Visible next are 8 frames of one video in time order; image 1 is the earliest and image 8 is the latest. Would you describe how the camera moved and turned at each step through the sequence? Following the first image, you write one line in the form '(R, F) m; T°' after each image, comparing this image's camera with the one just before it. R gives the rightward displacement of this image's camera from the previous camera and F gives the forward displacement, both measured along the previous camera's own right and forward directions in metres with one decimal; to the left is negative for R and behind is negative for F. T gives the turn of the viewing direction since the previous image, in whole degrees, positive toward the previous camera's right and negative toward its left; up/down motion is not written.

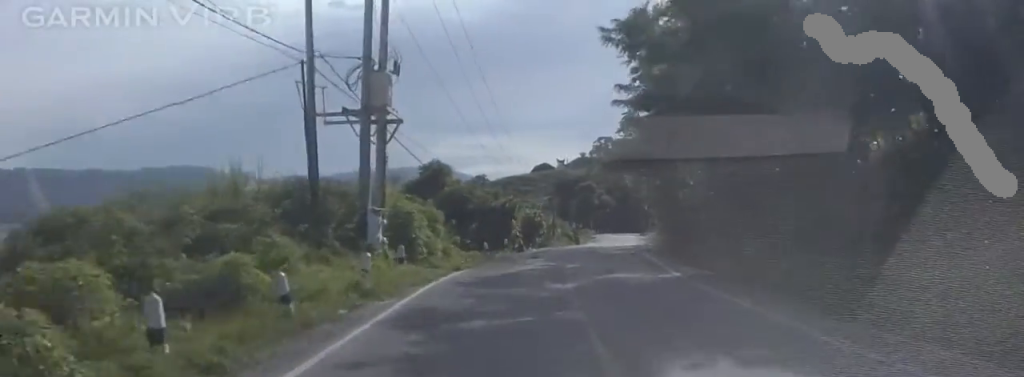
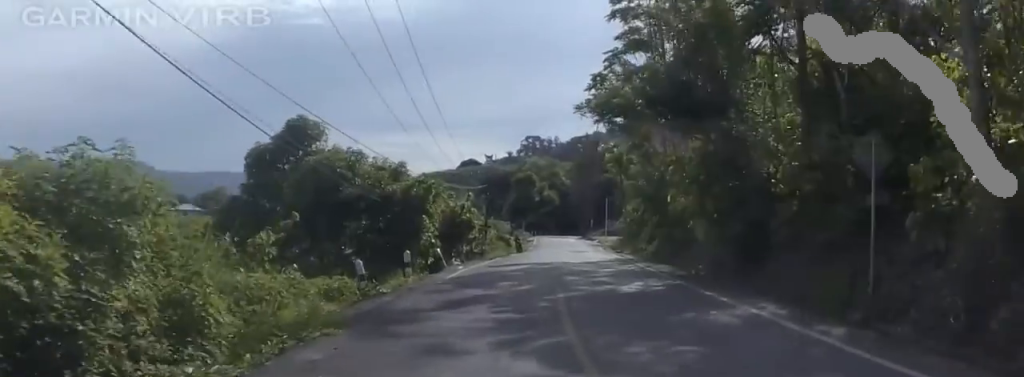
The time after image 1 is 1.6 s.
(+1.9, +23.2) m; +3°
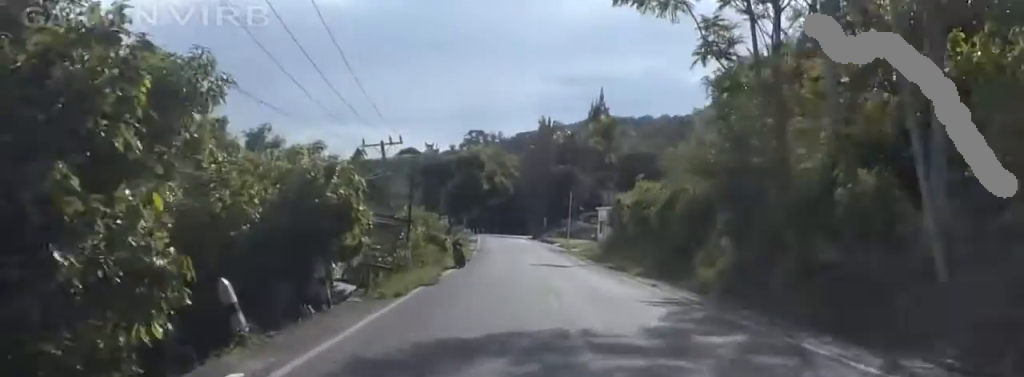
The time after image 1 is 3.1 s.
(-0.6, +24.0) m; 0°
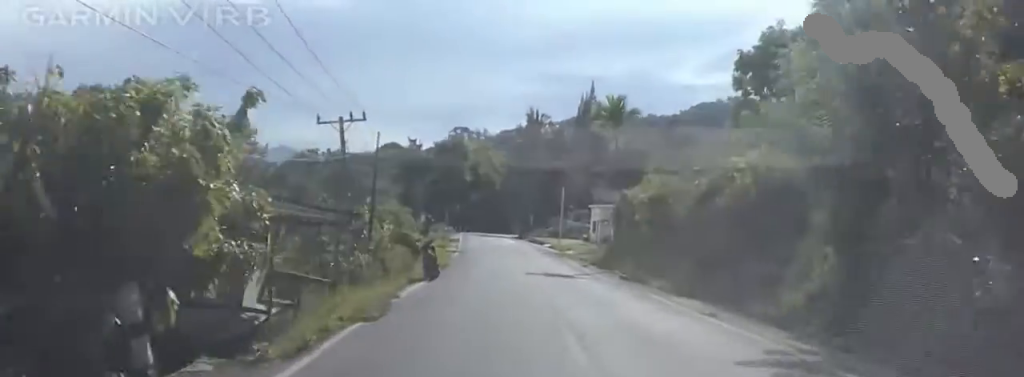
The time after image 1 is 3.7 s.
(+0.8, +8.7) m; 0°
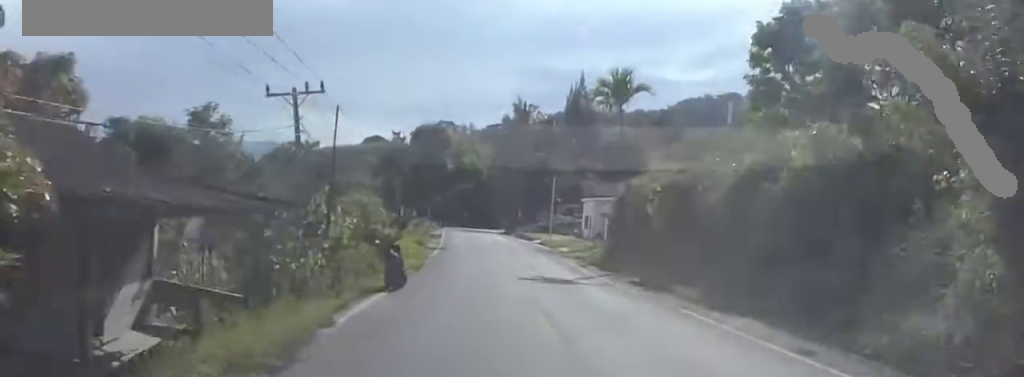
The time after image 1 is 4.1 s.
(-0.6, +6.2) m; 0°
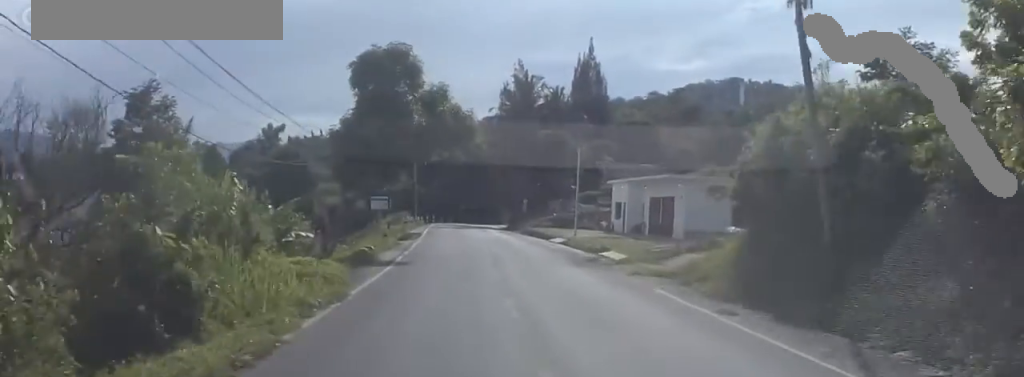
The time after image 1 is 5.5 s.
(+0.4, +22.5) m; +5°
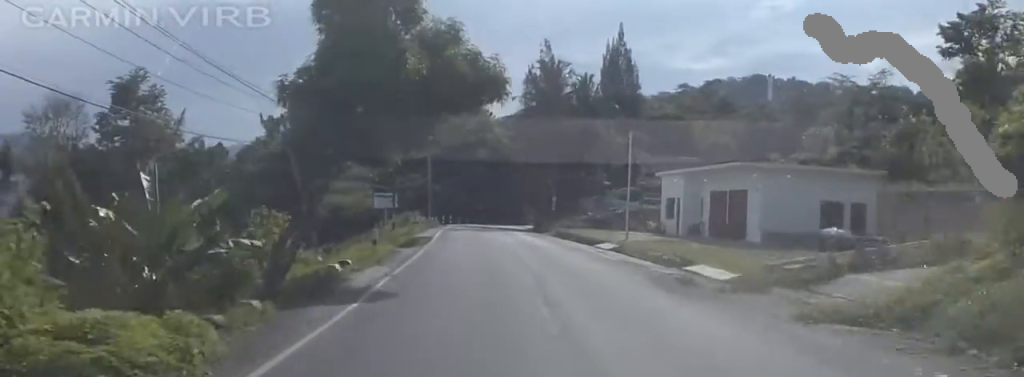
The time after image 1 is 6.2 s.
(+0.2, +11.2) m; +1°
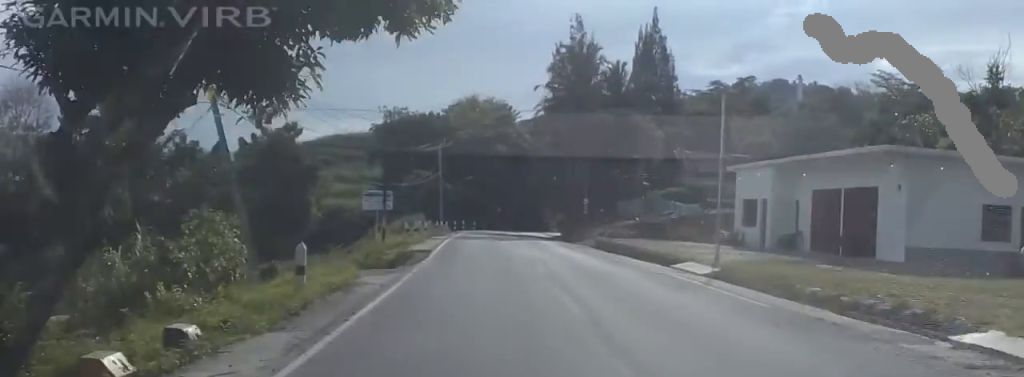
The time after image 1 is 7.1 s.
(0.0, +13.7) m; -3°
